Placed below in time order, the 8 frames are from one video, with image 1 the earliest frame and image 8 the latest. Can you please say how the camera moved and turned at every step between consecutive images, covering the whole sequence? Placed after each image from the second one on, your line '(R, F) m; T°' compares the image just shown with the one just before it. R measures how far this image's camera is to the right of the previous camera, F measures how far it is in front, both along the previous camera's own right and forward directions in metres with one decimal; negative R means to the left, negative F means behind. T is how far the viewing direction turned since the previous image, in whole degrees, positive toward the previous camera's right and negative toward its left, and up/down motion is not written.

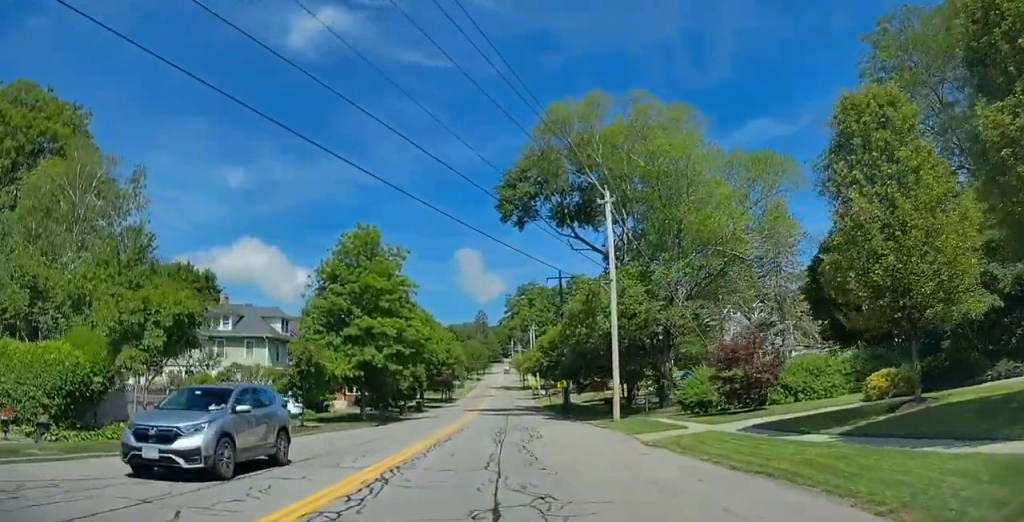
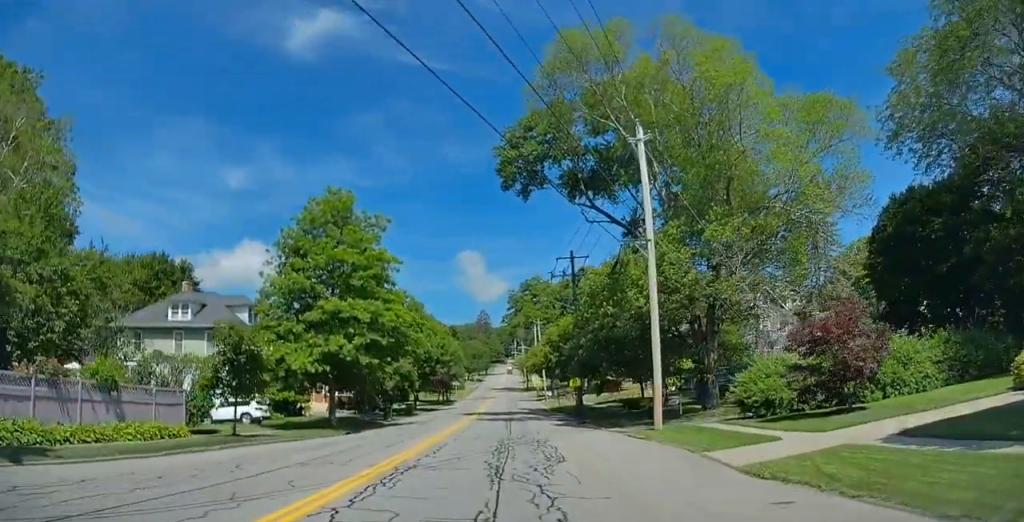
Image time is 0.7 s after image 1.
(+0.1, +8.7) m; 0°
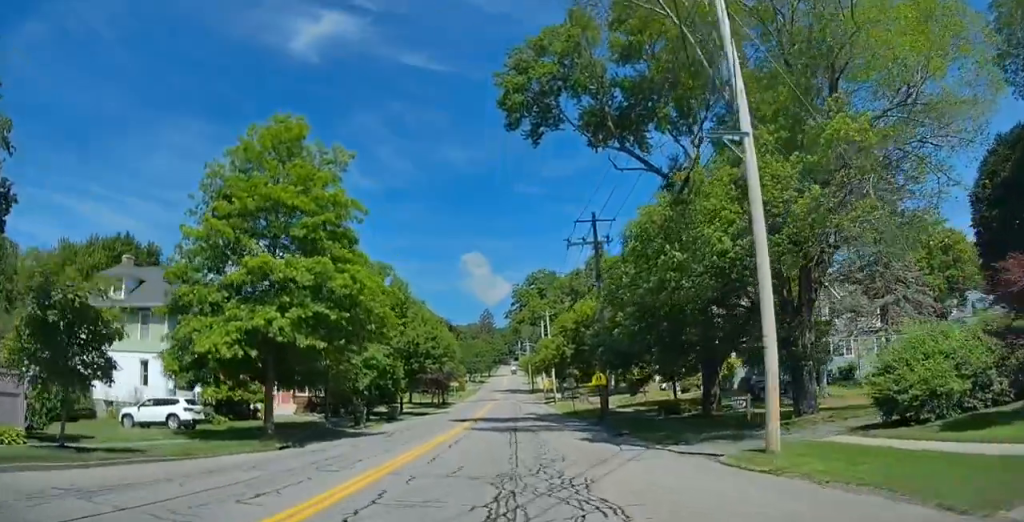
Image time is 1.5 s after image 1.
(-0.1, +10.7) m; -2°
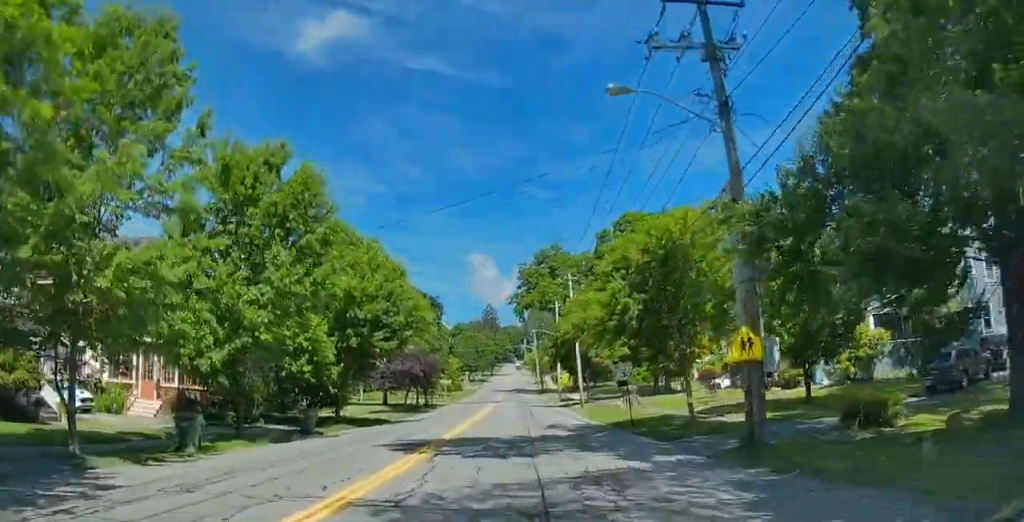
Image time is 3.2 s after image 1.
(-0.5, +21.7) m; -1°
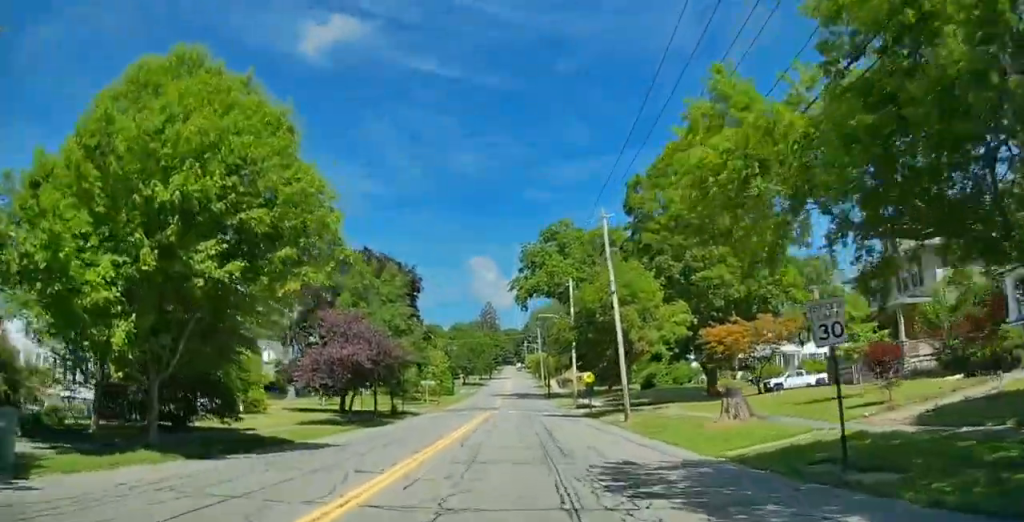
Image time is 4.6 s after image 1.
(-0.1, +18.0) m; 0°
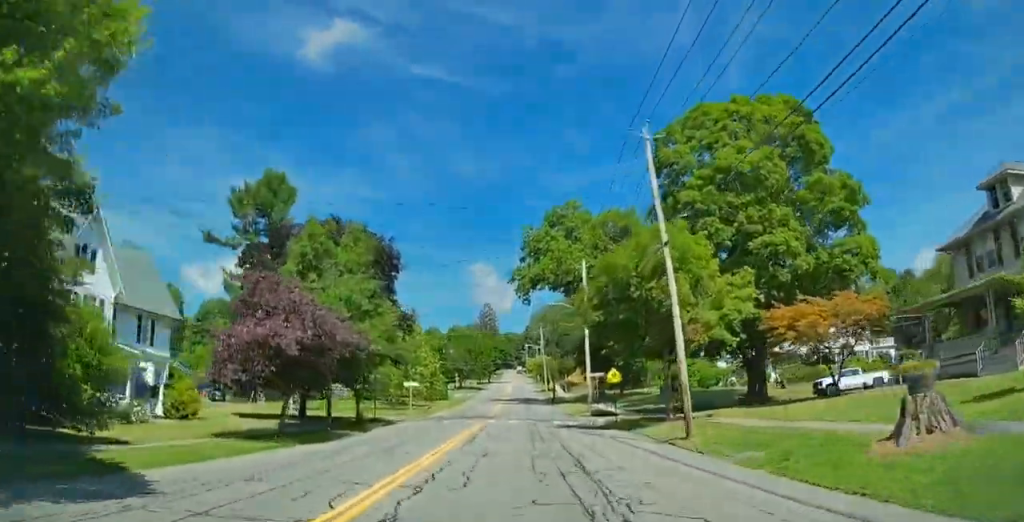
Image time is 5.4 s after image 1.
(+0.1, +10.7) m; +1°
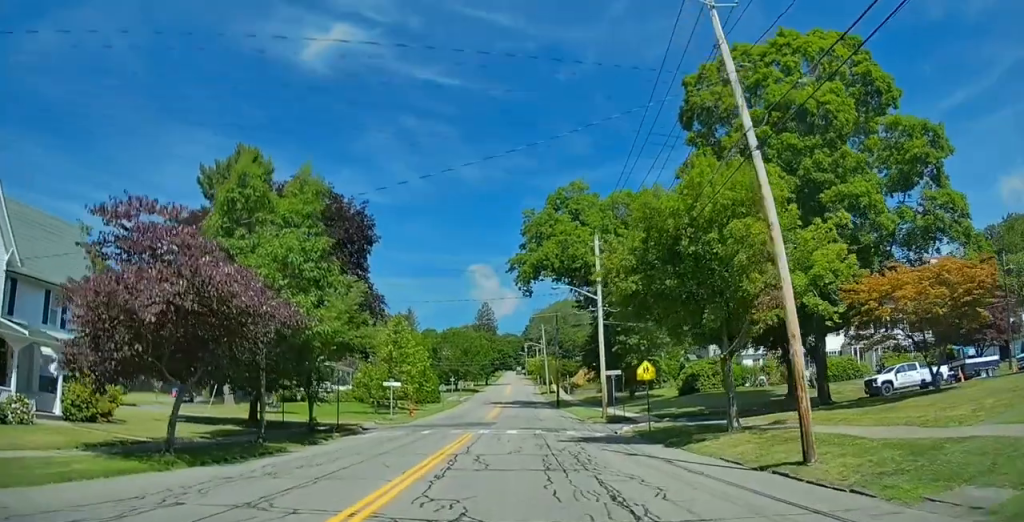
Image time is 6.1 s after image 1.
(+0.2, +8.1) m; +1°
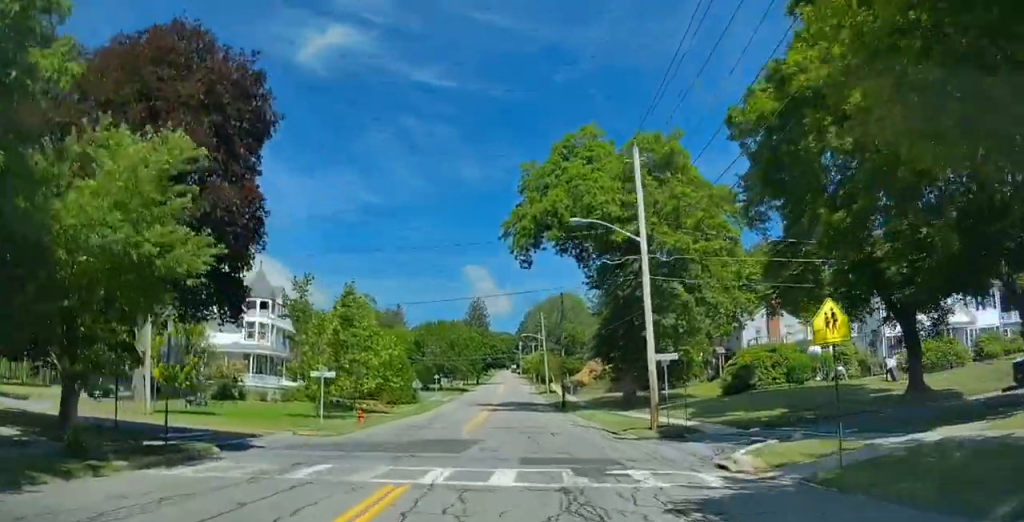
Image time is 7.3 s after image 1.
(-0.2, +15.8) m; 0°
